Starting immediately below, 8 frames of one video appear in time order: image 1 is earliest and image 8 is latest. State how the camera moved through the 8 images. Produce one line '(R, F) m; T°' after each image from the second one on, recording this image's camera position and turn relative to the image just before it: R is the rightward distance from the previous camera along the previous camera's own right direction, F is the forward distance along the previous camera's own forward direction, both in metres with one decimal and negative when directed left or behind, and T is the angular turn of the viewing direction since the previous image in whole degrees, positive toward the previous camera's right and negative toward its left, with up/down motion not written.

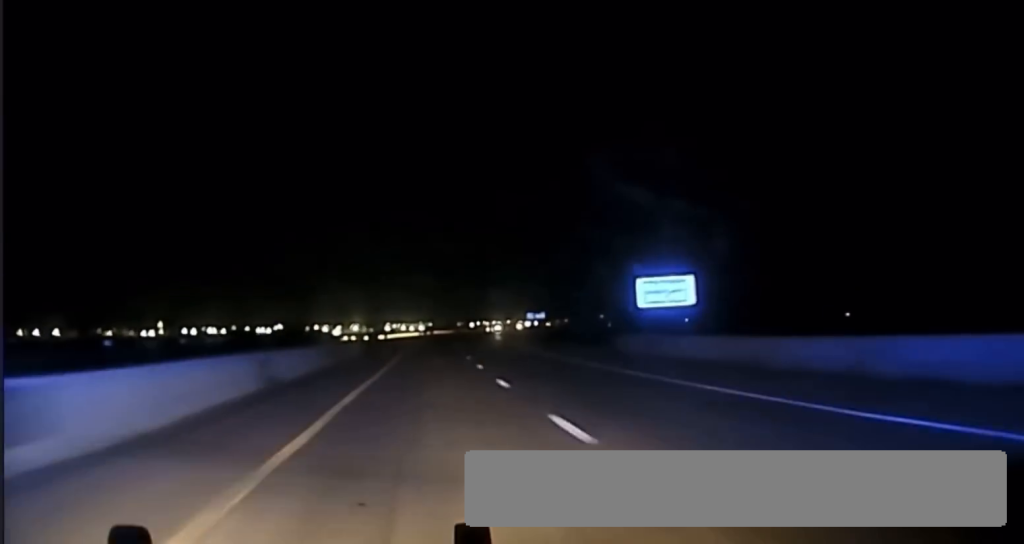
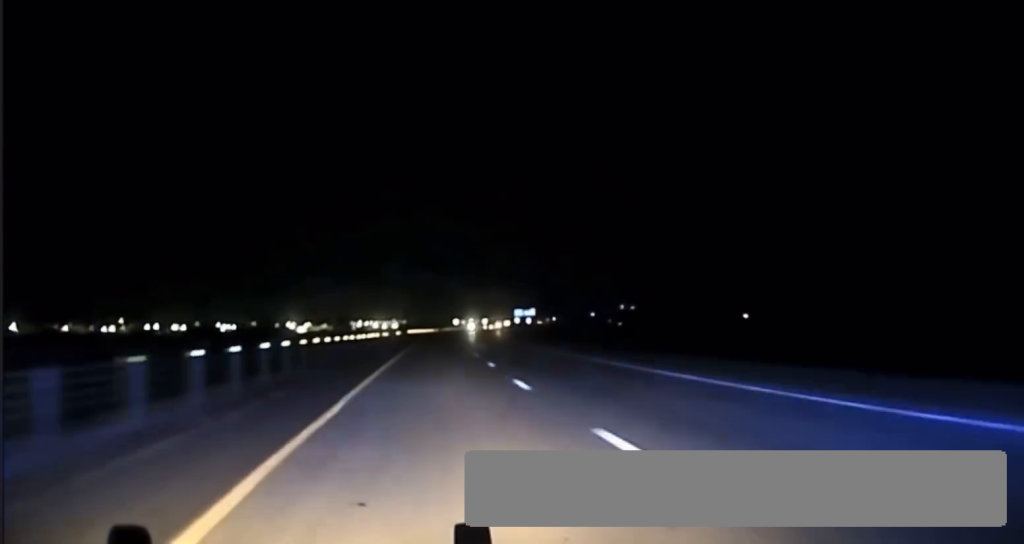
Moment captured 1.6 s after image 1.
(+1.0, +83.8) m; +1°
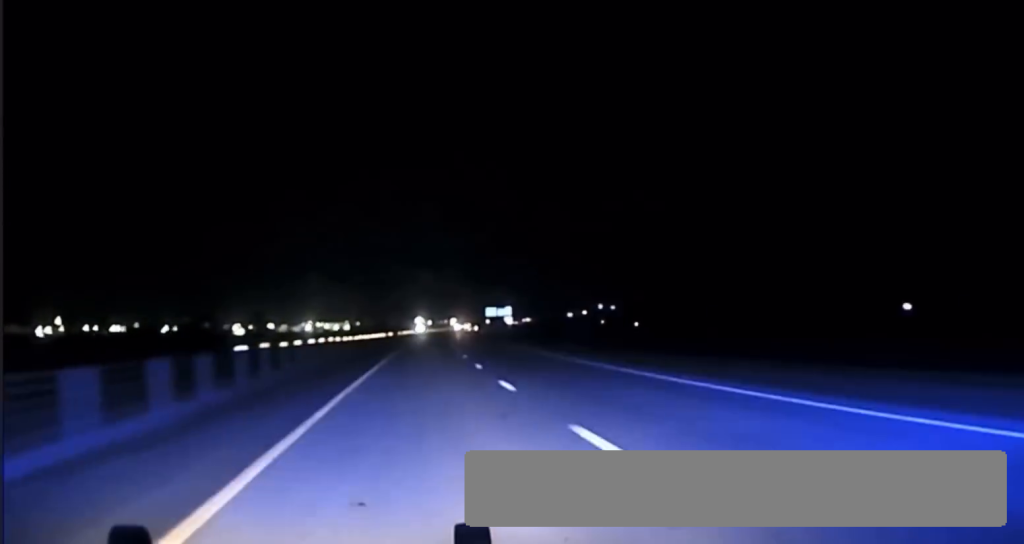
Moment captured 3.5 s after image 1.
(+1.4, +116.9) m; +2°
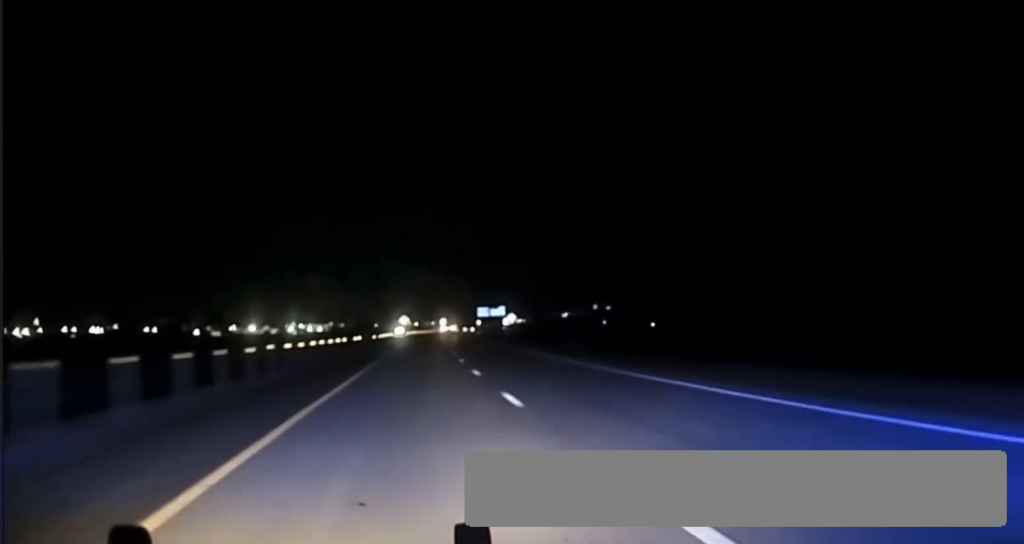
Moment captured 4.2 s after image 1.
(+0.5, +42.0) m; +1°
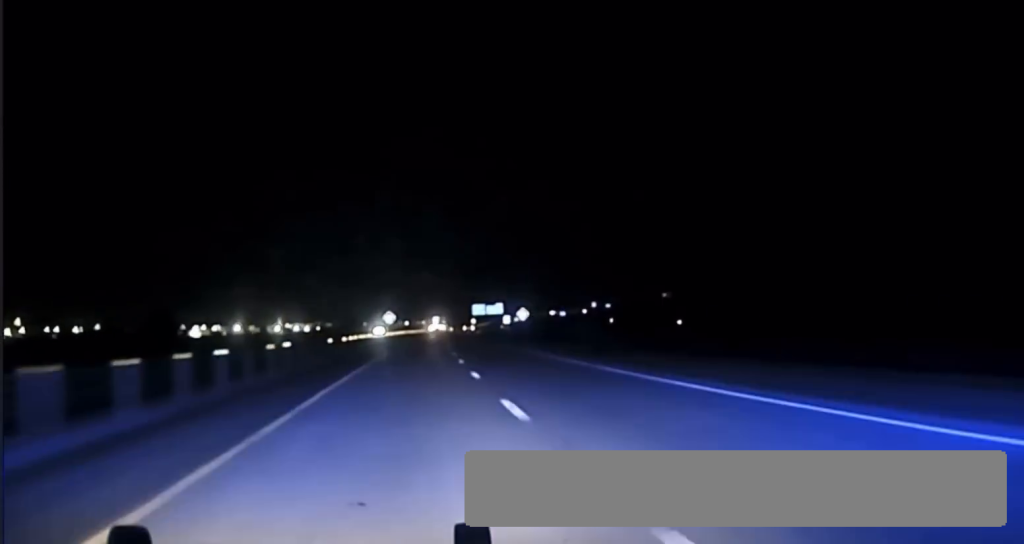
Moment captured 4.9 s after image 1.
(+0.1, +39.3) m; 0°
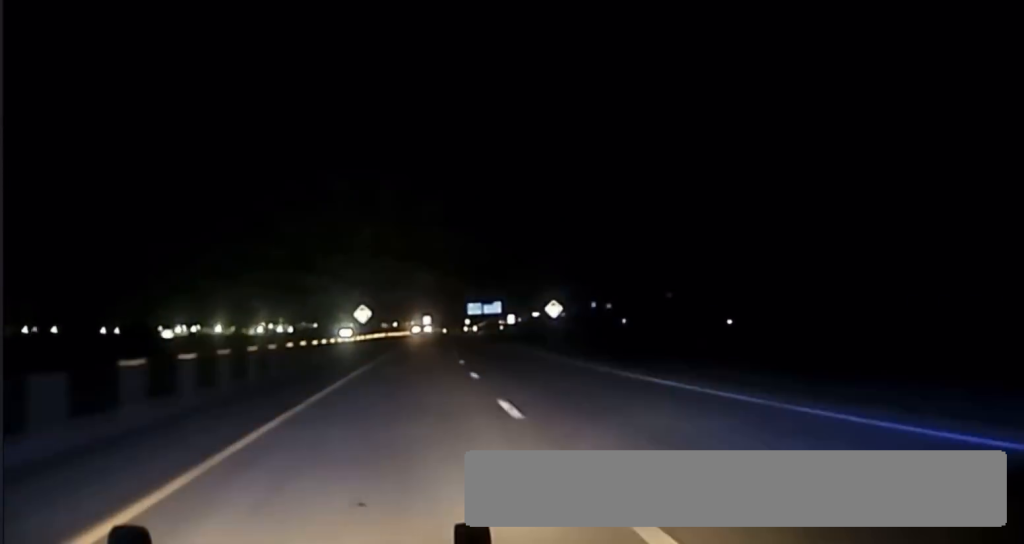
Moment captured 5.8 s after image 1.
(+0.1, +47.8) m; +1°
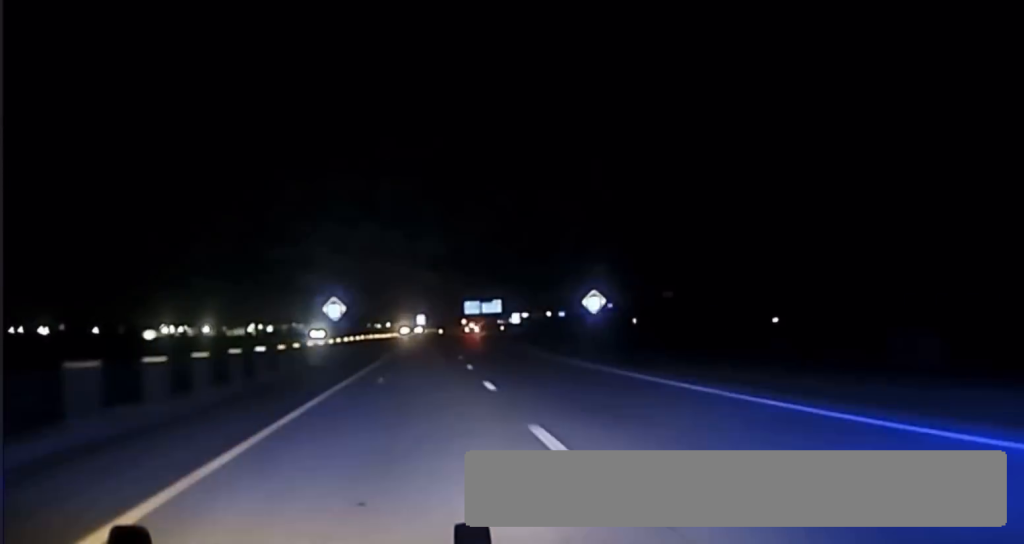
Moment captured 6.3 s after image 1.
(-0.1, +29.1) m; +1°
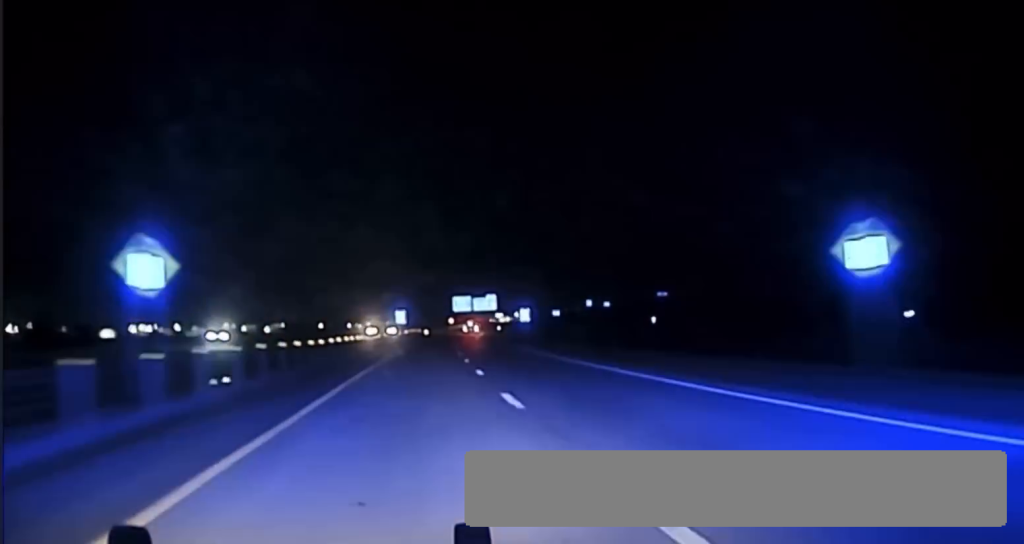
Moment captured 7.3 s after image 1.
(+0.8, +51.0) m; +1°
